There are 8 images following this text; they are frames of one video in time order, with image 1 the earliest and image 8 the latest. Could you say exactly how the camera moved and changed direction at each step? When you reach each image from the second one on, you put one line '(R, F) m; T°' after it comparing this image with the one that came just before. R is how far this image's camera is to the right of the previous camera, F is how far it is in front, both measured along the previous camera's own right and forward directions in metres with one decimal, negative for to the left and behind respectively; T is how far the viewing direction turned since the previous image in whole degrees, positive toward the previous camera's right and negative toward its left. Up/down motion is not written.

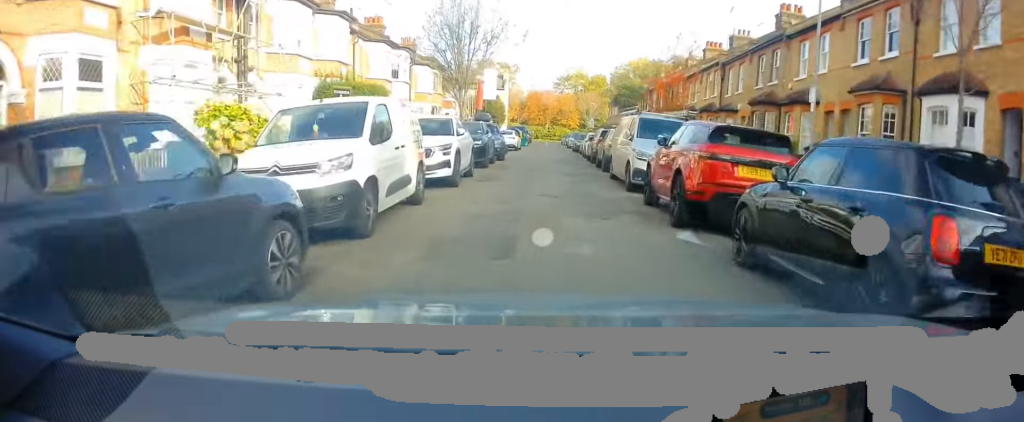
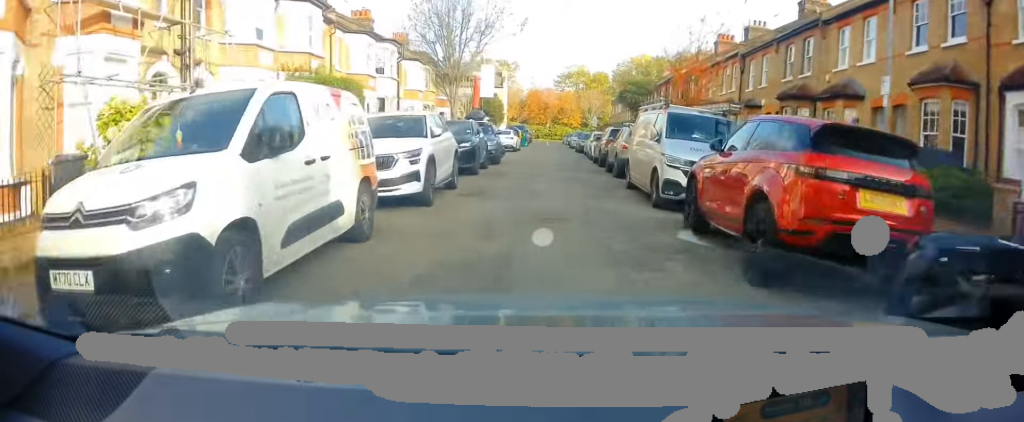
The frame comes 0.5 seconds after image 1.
(0.0, +3.1) m; 0°
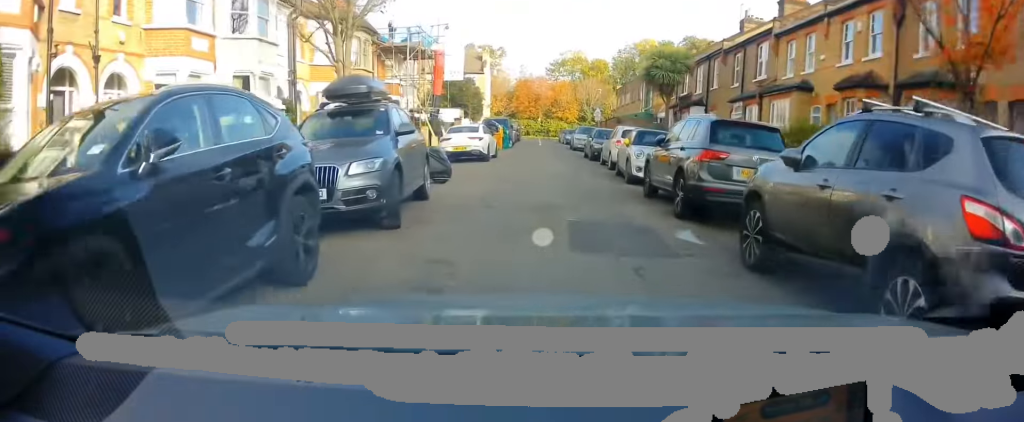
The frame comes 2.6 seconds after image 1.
(+0.4, +14.2) m; +2°
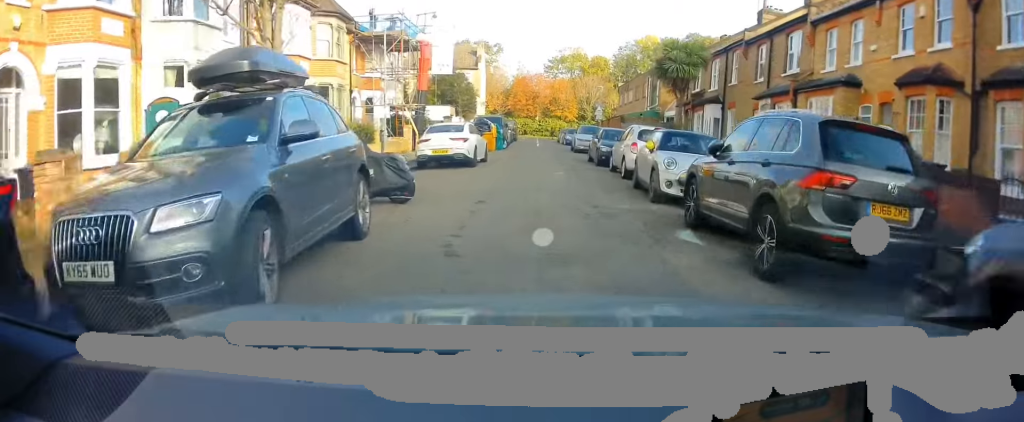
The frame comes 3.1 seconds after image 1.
(0.0, +3.6) m; -2°
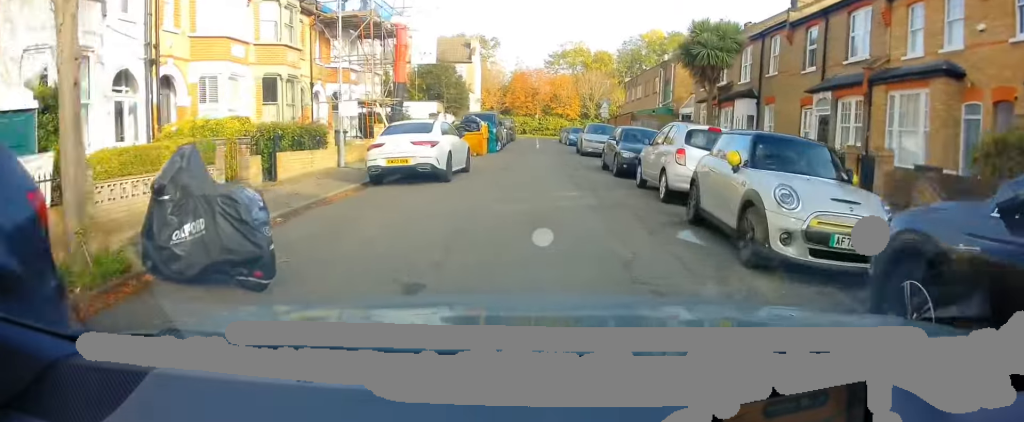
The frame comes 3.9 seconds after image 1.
(-0.2, +5.0) m; 0°
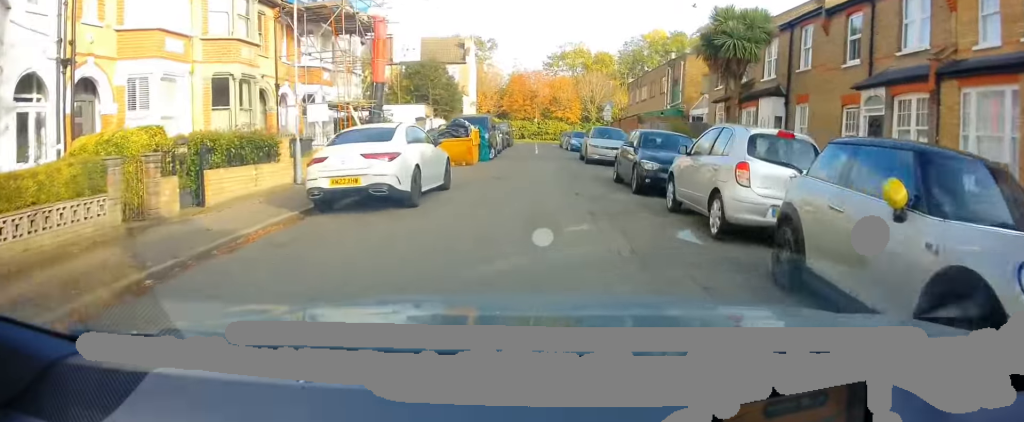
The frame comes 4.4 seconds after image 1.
(-0.1, +3.3) m; +1°
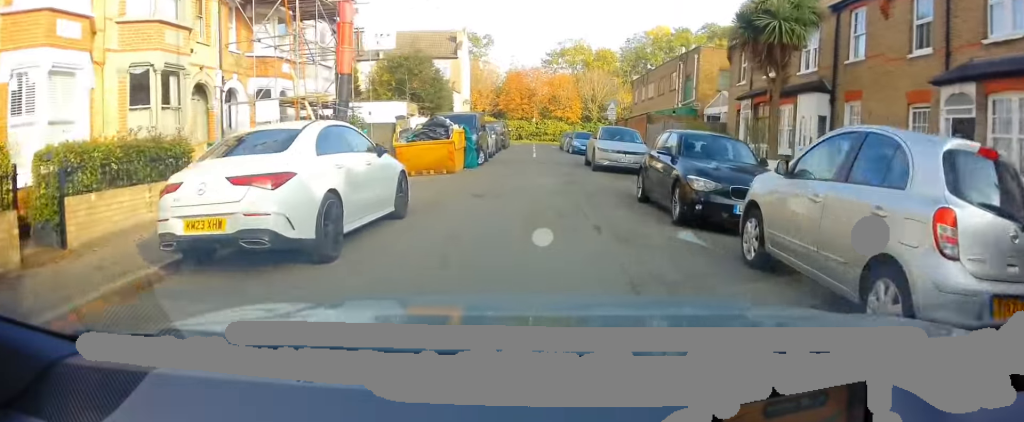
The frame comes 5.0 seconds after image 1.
(+0.3, +3.9) m; +2°
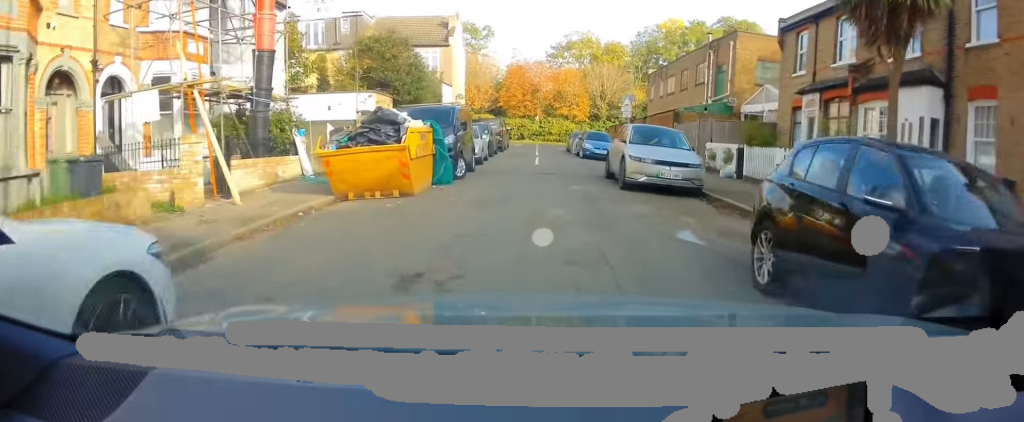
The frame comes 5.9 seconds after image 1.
(0.0, +6.2) m; -1°
